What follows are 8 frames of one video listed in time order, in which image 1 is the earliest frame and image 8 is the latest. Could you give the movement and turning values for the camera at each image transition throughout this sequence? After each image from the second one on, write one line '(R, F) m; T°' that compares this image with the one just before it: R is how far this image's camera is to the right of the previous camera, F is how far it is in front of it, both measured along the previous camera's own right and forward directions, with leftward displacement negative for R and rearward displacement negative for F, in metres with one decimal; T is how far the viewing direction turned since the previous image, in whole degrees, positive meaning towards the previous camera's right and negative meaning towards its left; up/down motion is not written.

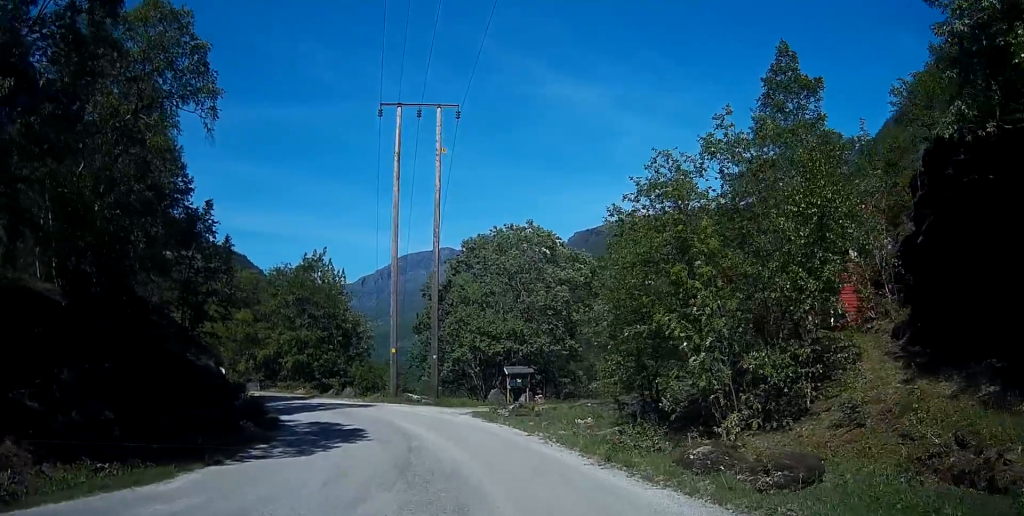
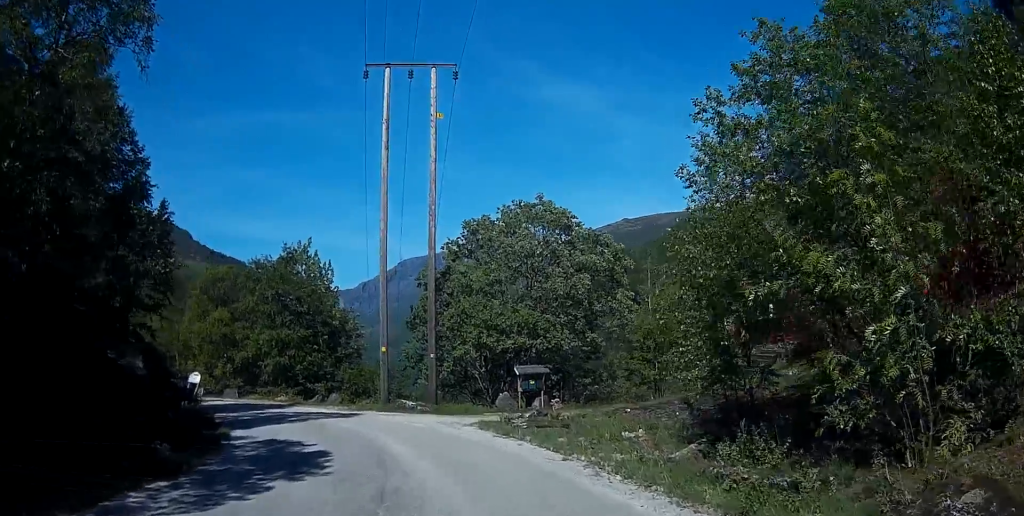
(+0.2, +5.2) m; +4°
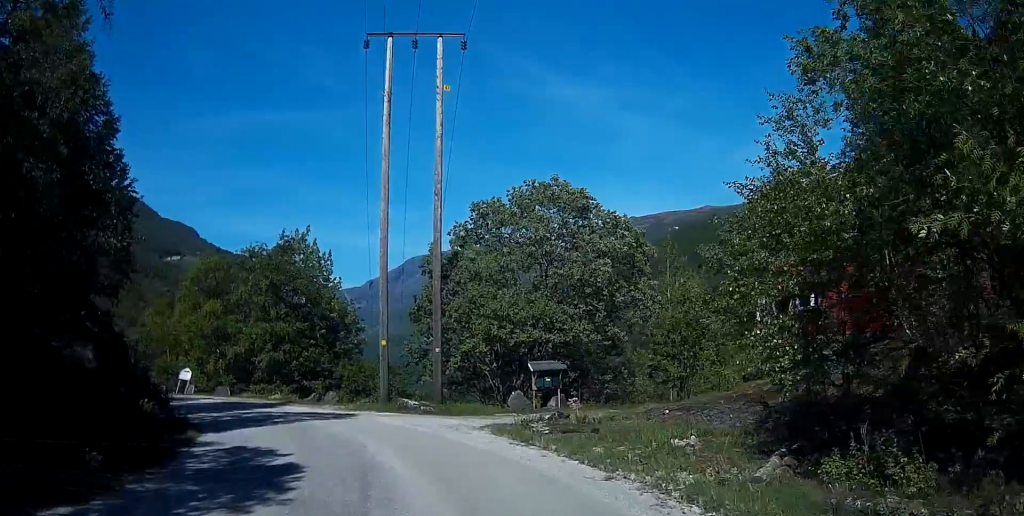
(+0.1, +2.7) m; 0°
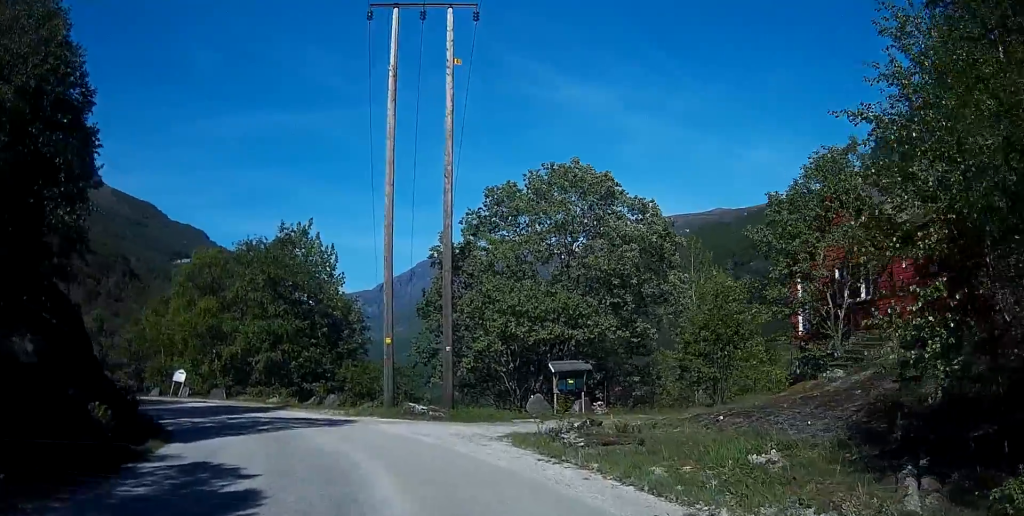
(-0.1, +2.4) m; -1°
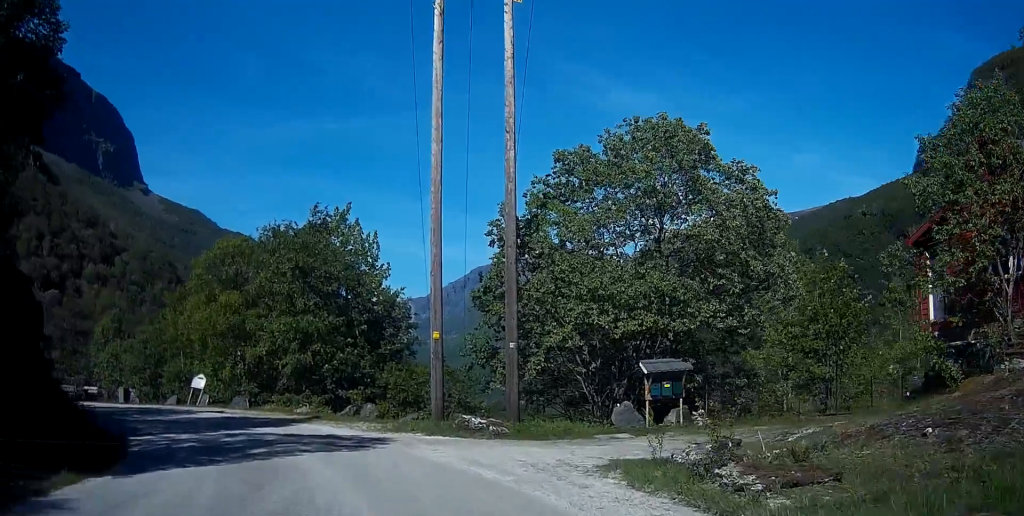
(-0.1, +4.5) m; -3°
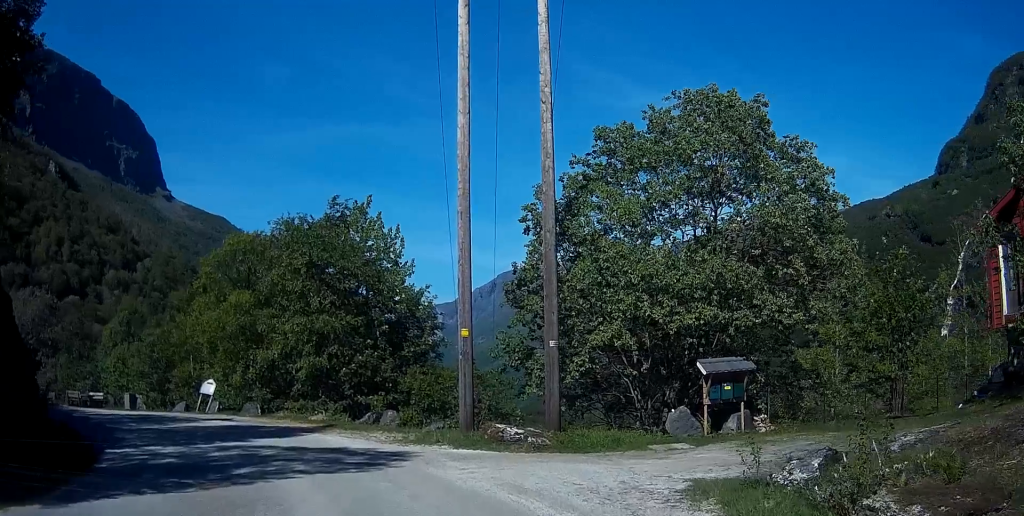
(0.0, +2.4) m; -3°
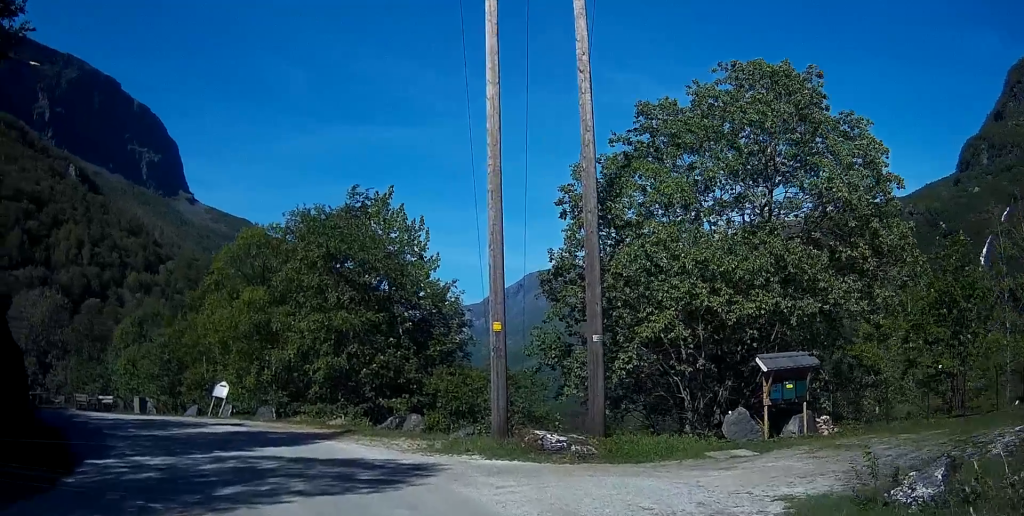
(0.0, +1.8) m; -4°
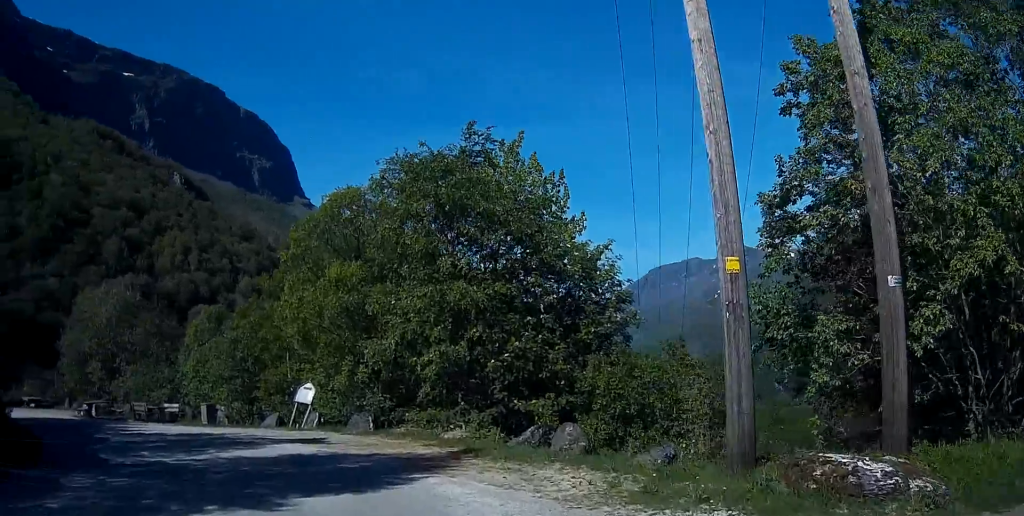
(-0.8, +6.4) m; -13°
